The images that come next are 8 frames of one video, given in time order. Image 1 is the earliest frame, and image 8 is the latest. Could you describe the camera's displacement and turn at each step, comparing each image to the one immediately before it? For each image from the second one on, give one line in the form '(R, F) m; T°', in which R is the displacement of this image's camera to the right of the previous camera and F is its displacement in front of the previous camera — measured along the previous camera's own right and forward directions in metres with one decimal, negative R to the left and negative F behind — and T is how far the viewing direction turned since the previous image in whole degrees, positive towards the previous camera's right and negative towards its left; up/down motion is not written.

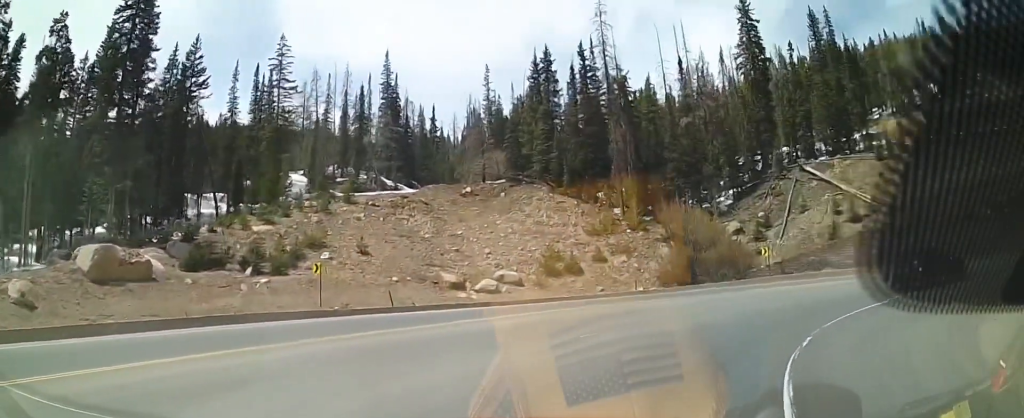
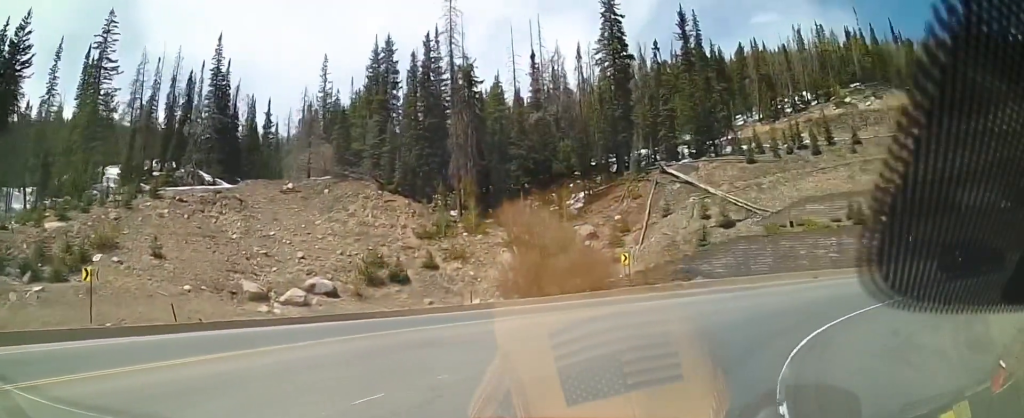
(-0.4, +5.3) m; +21°
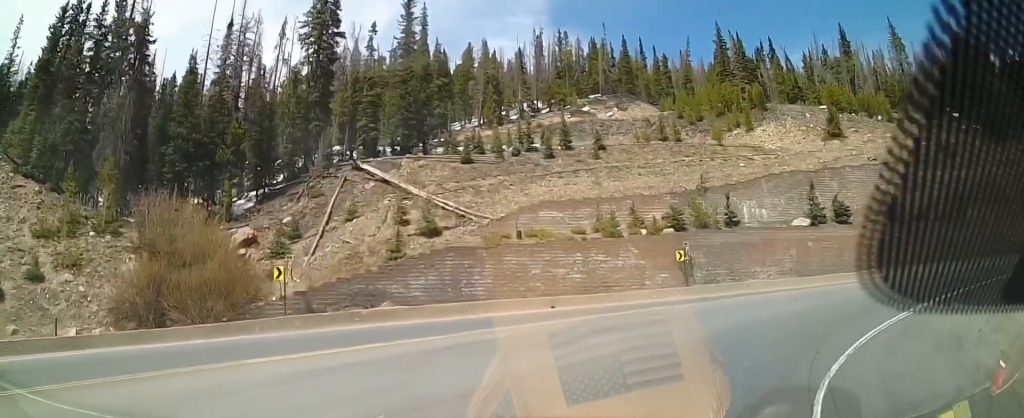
(+4.8, +11.6) m; +31°
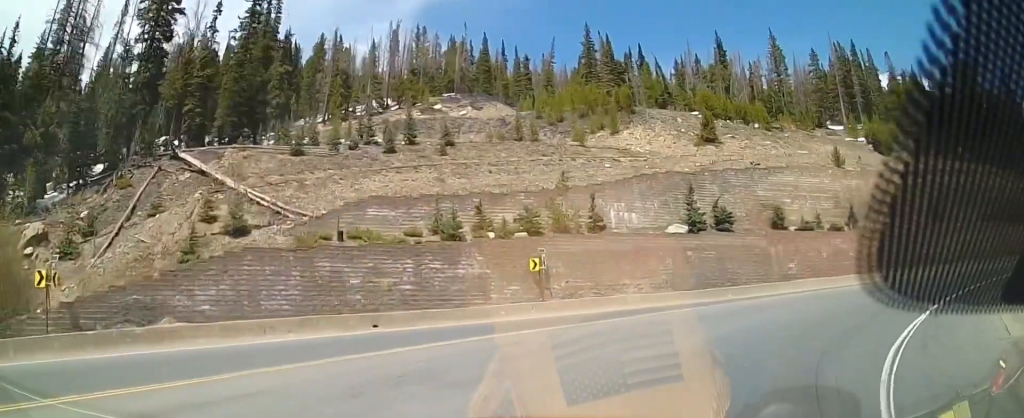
(+0.9, +6.7) m; +19°
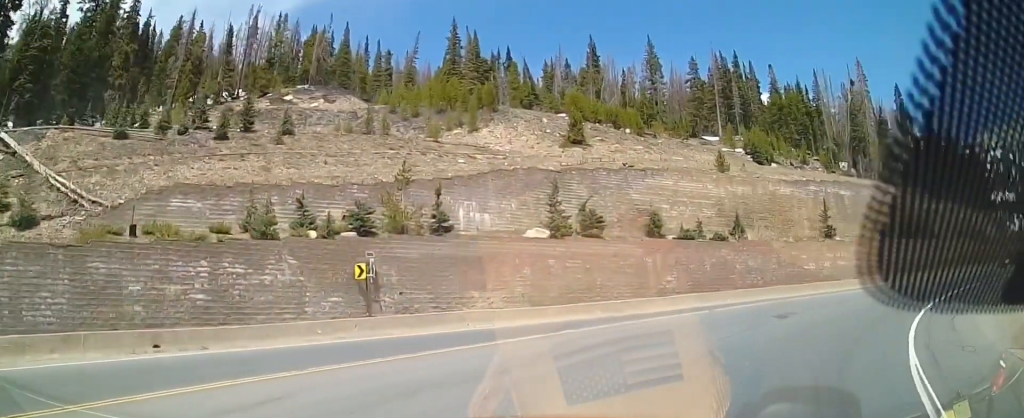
(+1.1, +6.4) m; +11°
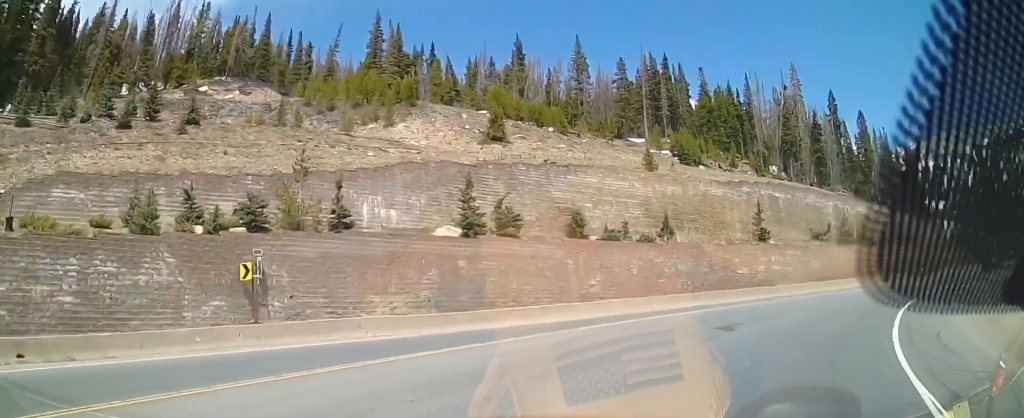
(0.0, +3.2) m; 0°
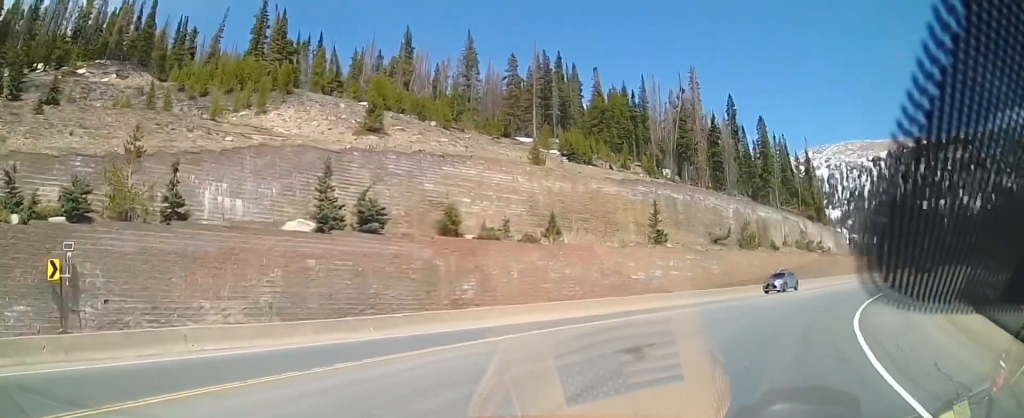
(0.0, +4.7) m; +3°
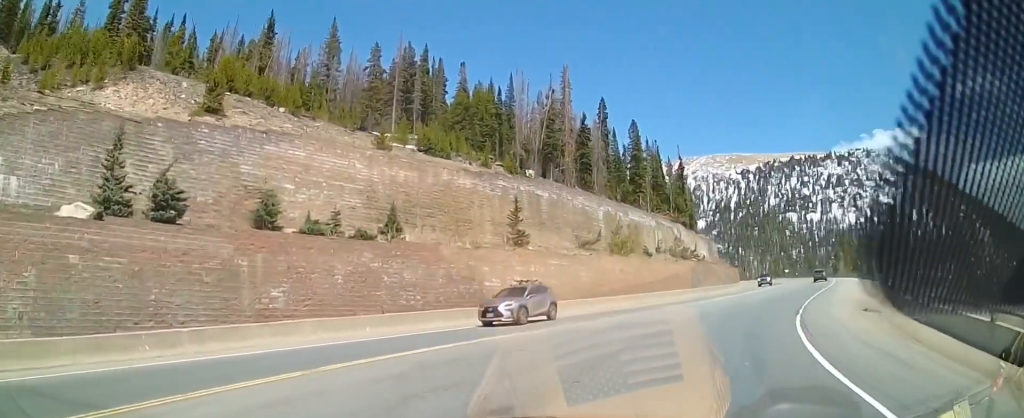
(+0.3, +6.3) m; +16°
